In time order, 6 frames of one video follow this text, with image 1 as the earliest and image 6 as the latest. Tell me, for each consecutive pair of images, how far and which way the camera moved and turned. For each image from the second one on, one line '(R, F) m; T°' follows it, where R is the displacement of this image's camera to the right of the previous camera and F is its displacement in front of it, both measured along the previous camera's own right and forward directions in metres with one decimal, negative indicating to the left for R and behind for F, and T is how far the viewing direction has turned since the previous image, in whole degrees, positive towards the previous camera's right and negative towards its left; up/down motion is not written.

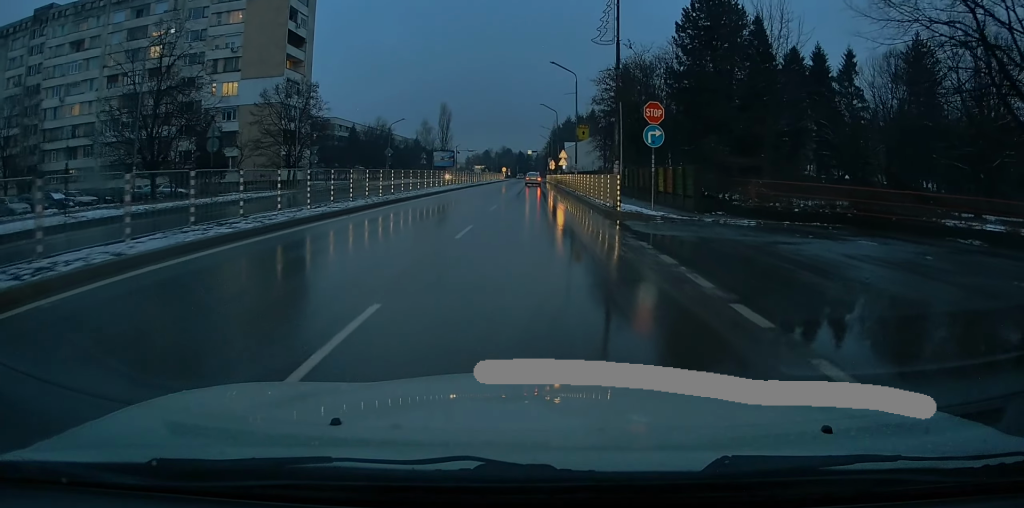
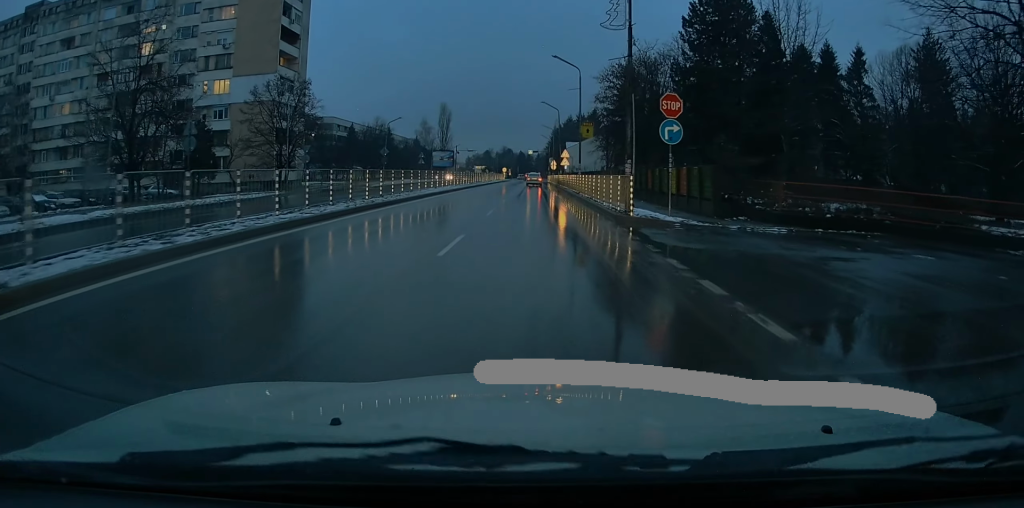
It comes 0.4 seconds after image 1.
(+0.1, +2.4) m; -1°
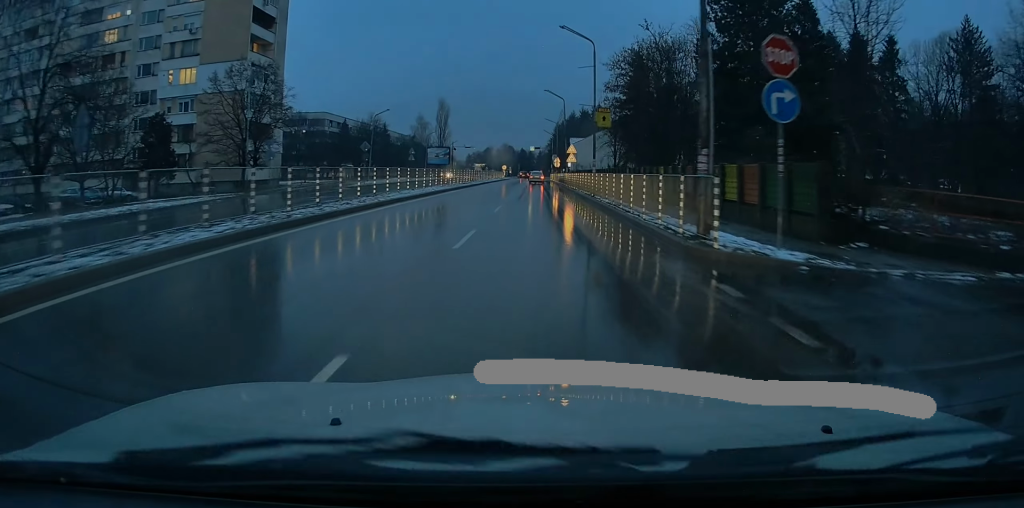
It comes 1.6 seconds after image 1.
(-0.3, +8.4) m; -2°
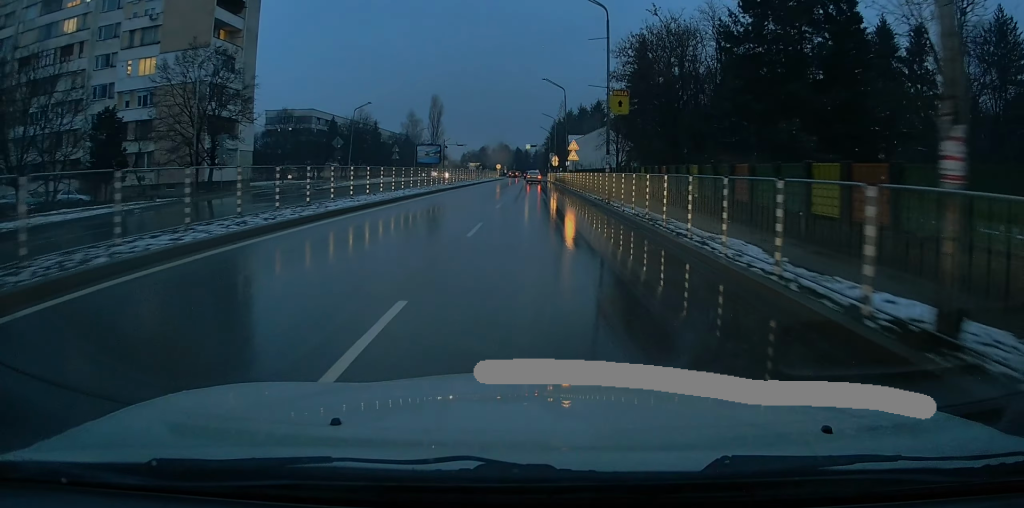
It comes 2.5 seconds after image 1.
(+0.1, +7.2) m; -3°
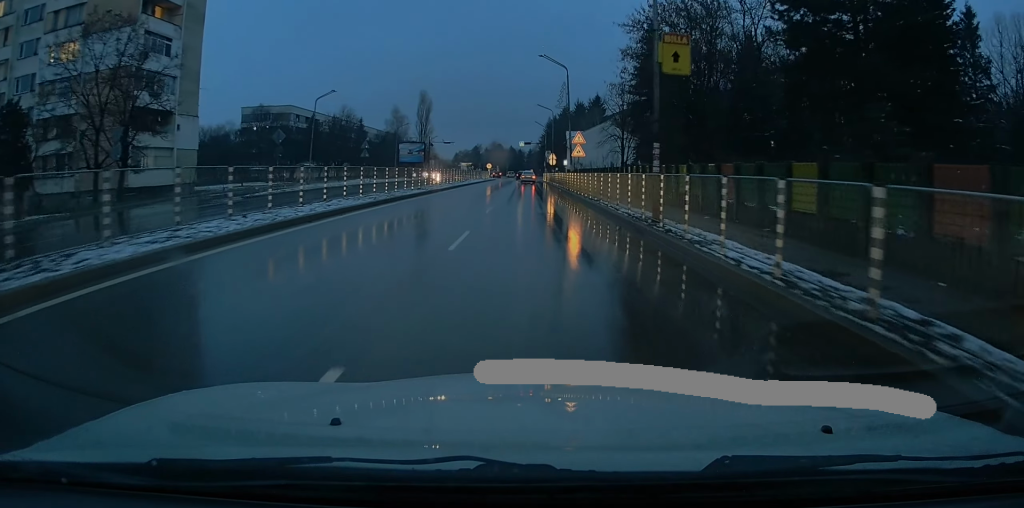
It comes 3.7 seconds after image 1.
(-0.2, +10.9) m; +3°
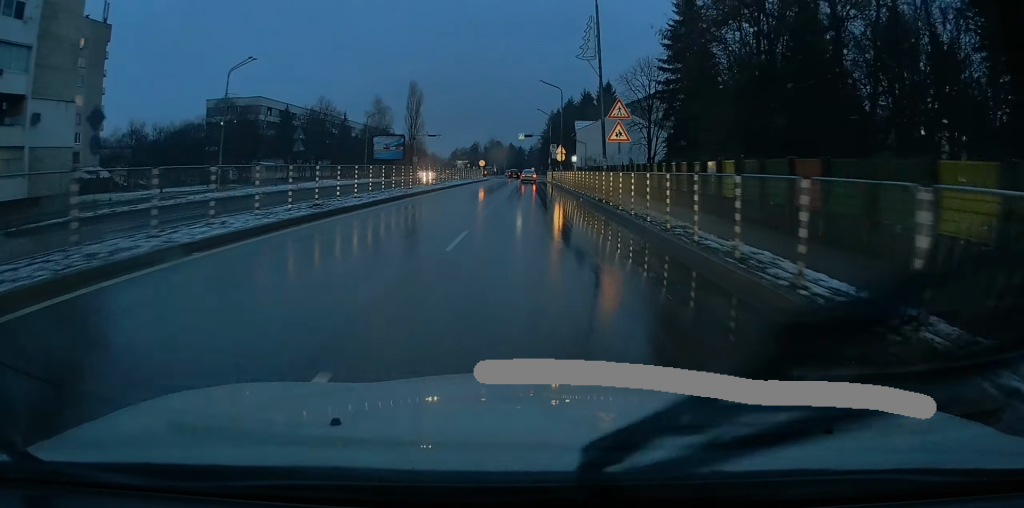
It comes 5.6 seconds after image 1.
(+0.3, +17.5) m; 0°
